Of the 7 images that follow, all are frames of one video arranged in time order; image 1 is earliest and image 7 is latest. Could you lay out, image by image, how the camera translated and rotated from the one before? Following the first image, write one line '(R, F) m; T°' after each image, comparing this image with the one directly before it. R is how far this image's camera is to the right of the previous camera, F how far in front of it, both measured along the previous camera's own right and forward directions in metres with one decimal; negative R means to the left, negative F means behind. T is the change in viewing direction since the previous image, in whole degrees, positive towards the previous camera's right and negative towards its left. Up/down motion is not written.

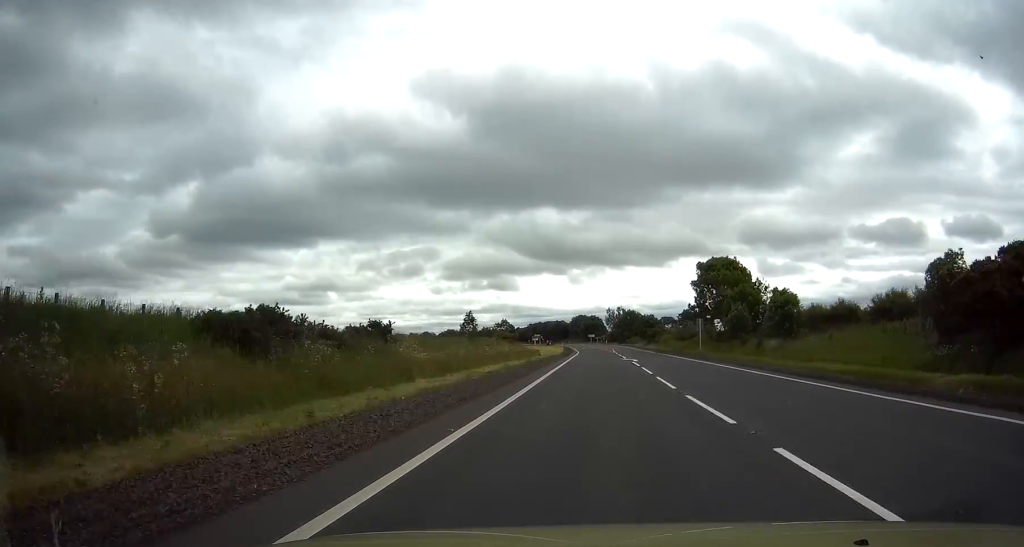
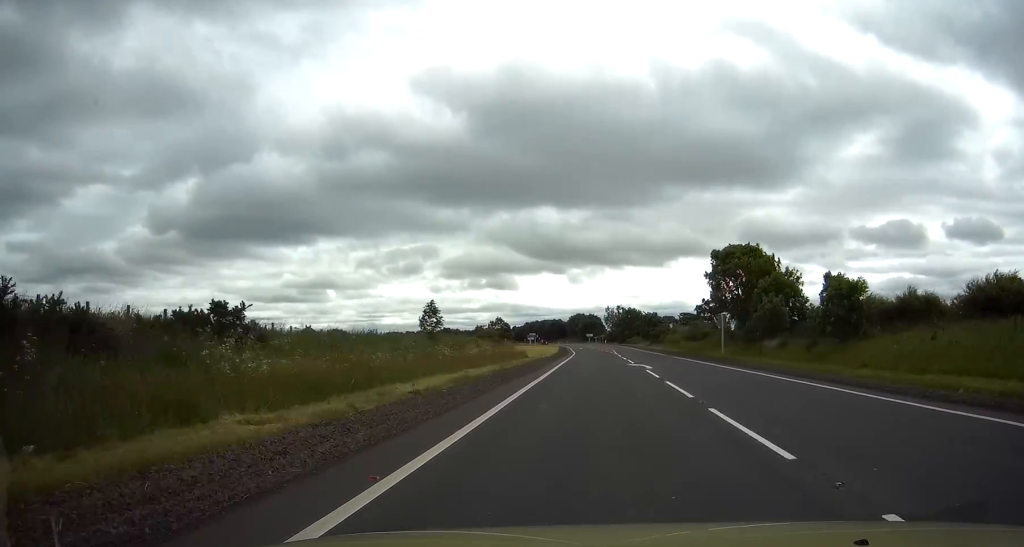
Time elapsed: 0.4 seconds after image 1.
(0.0, +11.5) m; 0°
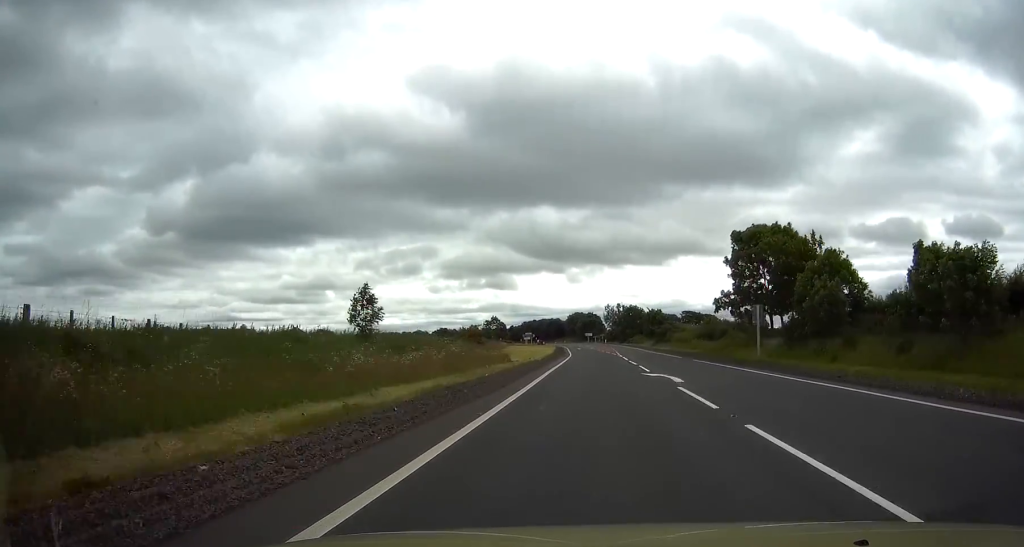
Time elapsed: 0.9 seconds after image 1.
(0.0, +11.3) m; 0°
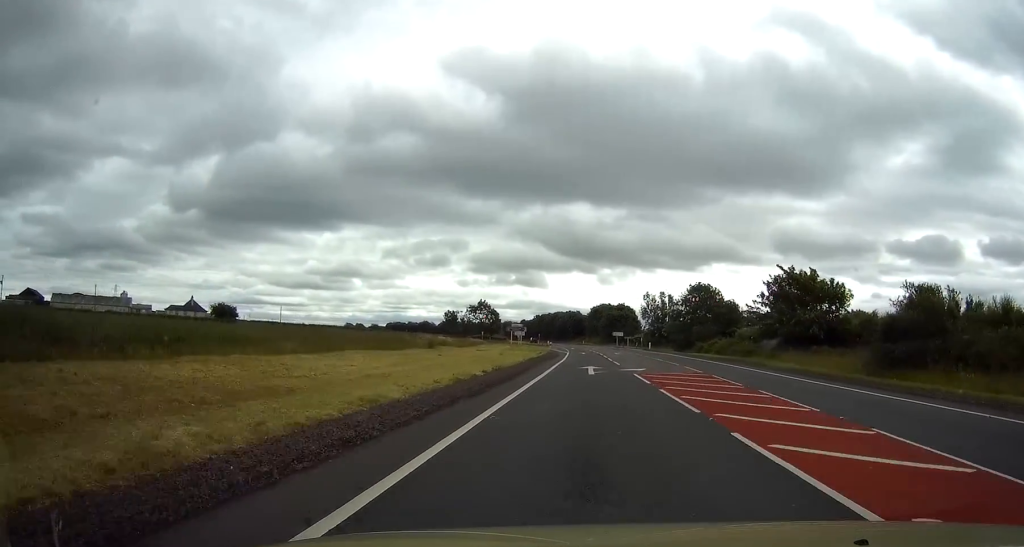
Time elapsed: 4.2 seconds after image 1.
(-1.6, +86.7) m; -3°
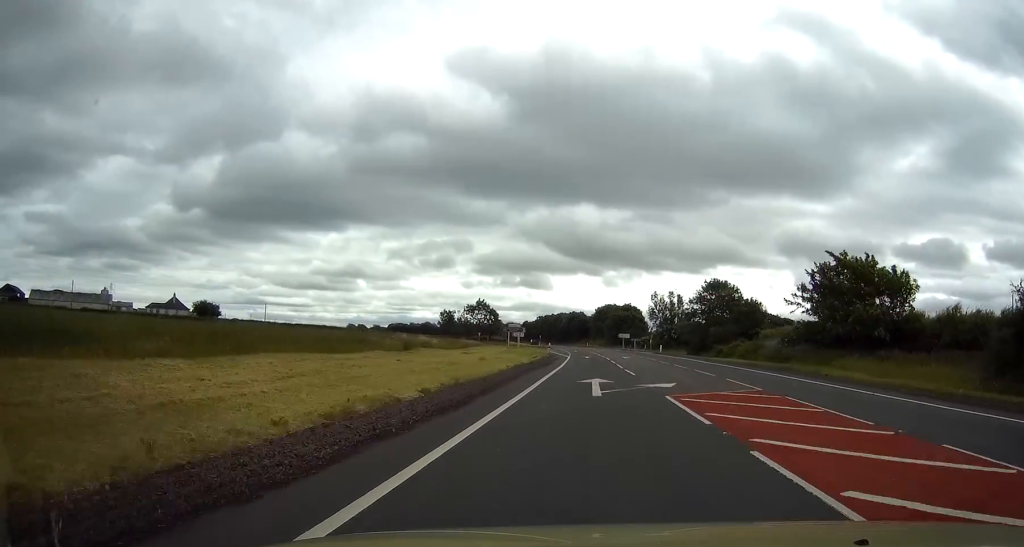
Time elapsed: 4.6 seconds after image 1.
(-0.1, +10.6) m; 0°
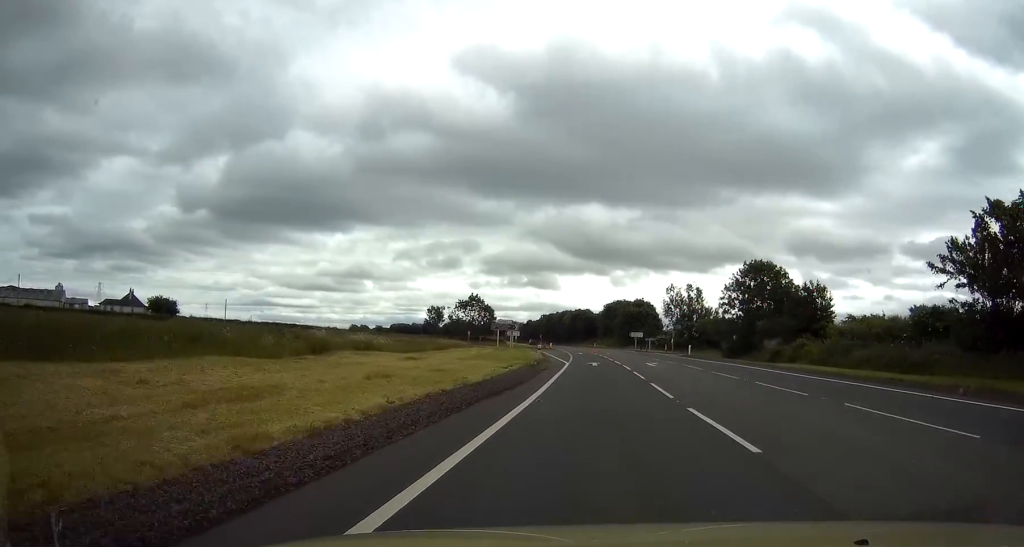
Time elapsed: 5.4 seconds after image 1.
(0.0, +21.4) m; 0°
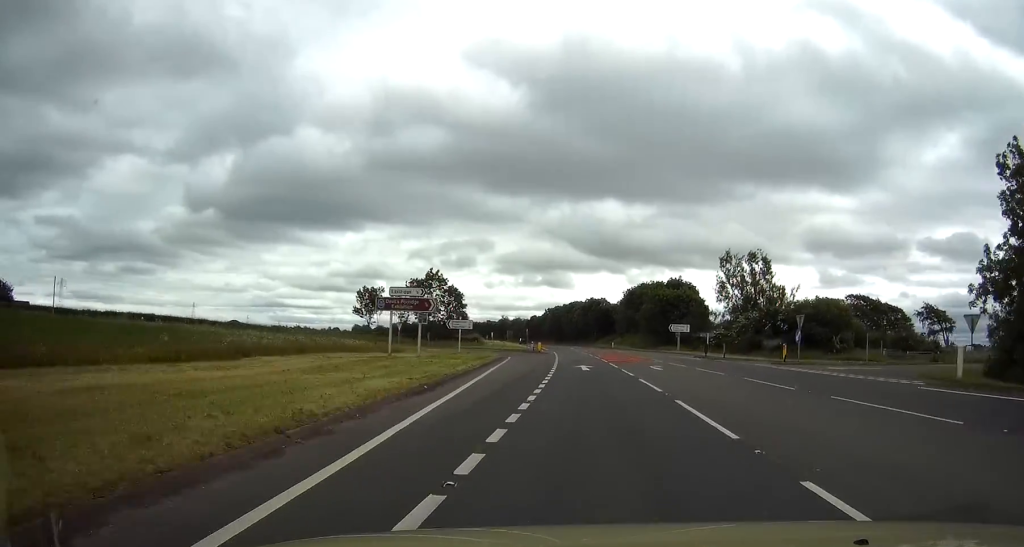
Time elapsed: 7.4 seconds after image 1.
(-0.2, +55.2) m; -1°
